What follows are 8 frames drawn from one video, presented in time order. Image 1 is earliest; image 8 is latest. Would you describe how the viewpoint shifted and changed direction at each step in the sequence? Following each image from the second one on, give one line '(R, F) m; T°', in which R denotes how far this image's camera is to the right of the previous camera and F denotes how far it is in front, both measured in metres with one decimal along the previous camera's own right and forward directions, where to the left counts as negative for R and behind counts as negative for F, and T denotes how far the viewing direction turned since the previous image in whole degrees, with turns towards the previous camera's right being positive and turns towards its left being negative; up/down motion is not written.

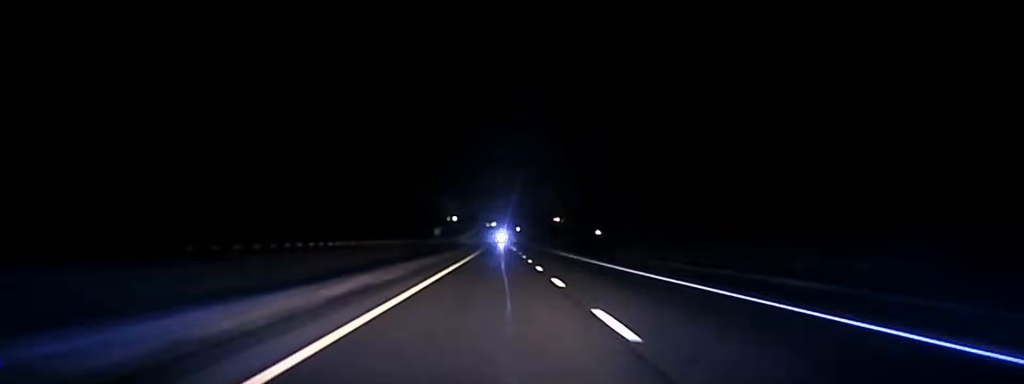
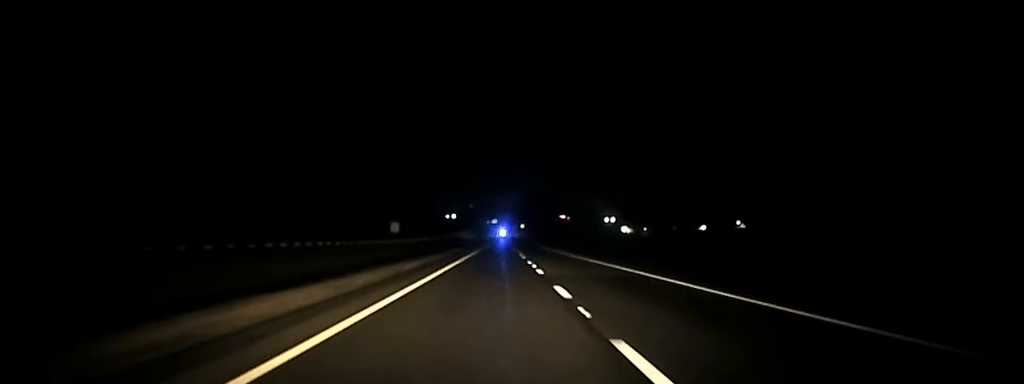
(-0.2, +87.9) m; 0°
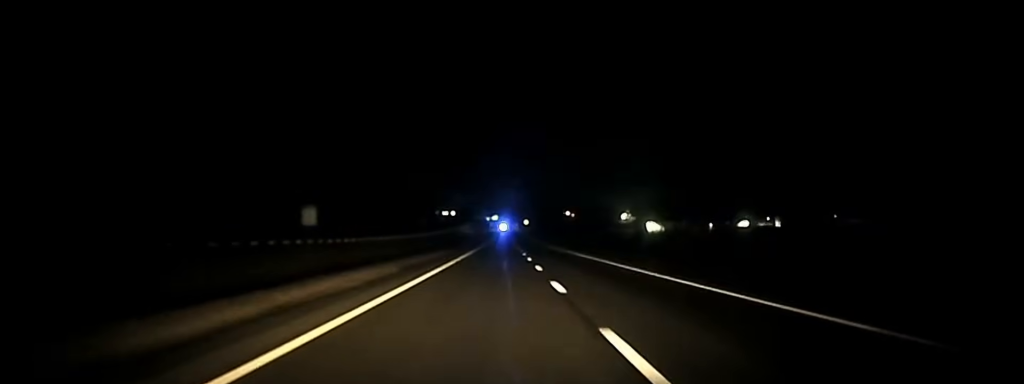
(0.0, +61.3) m; 0°
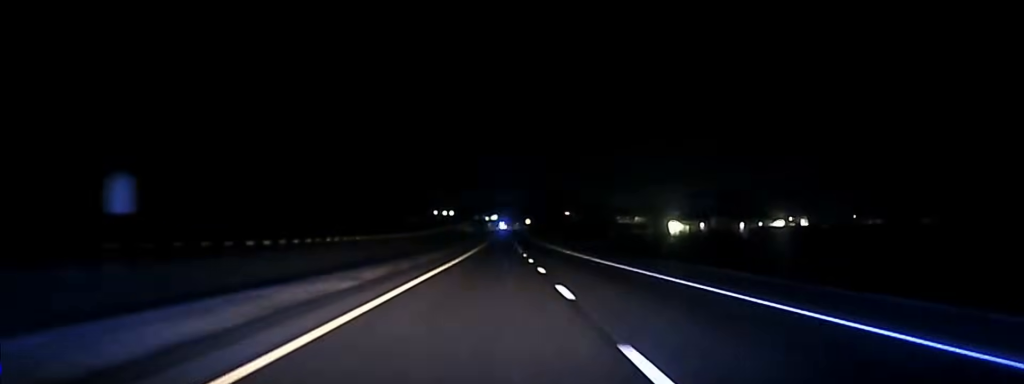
(-0.1, +39.5) m; 0°
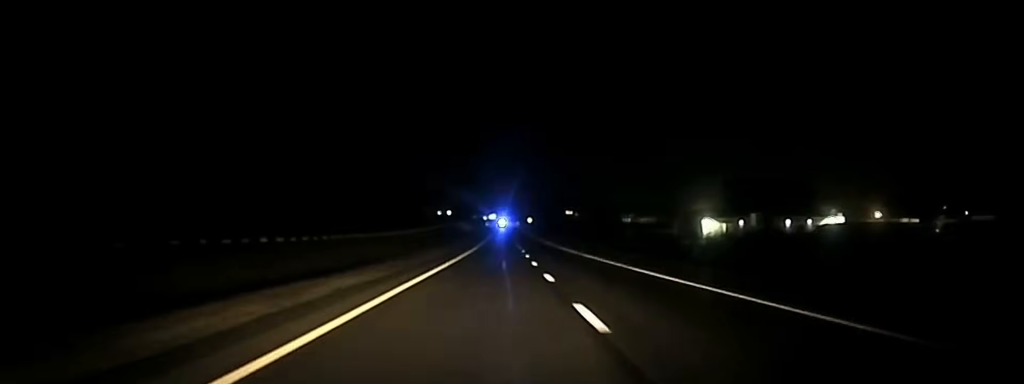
(-0.1, +42.8) m; 0°
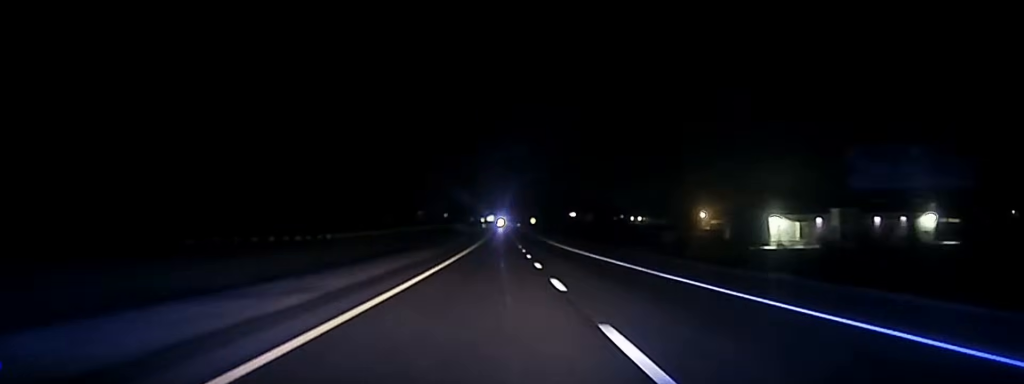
(+0.5, +51.0) m; 0°
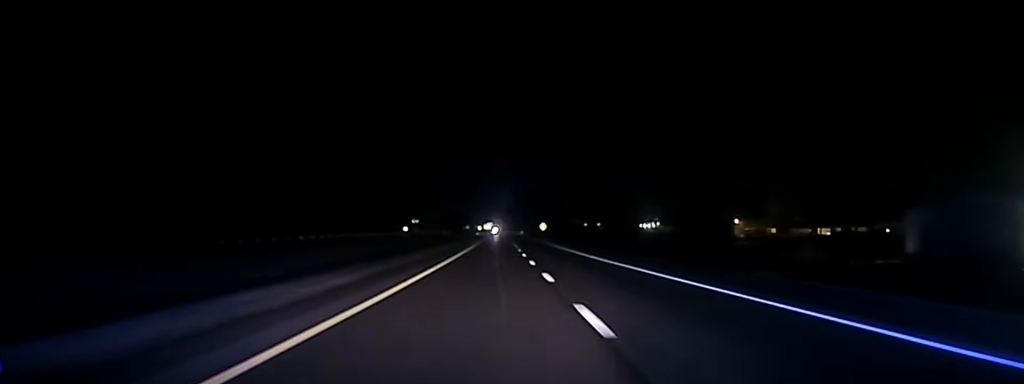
(-0.7, +81.7) m; -1°
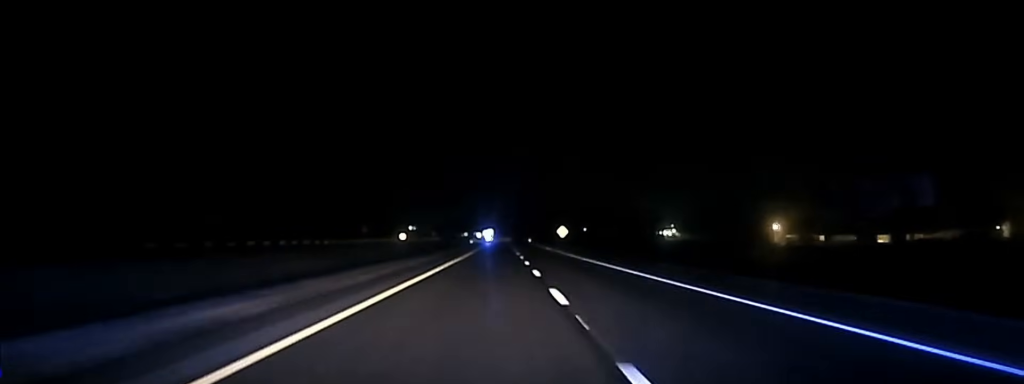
(+0.1, +70.6) m; 0°
